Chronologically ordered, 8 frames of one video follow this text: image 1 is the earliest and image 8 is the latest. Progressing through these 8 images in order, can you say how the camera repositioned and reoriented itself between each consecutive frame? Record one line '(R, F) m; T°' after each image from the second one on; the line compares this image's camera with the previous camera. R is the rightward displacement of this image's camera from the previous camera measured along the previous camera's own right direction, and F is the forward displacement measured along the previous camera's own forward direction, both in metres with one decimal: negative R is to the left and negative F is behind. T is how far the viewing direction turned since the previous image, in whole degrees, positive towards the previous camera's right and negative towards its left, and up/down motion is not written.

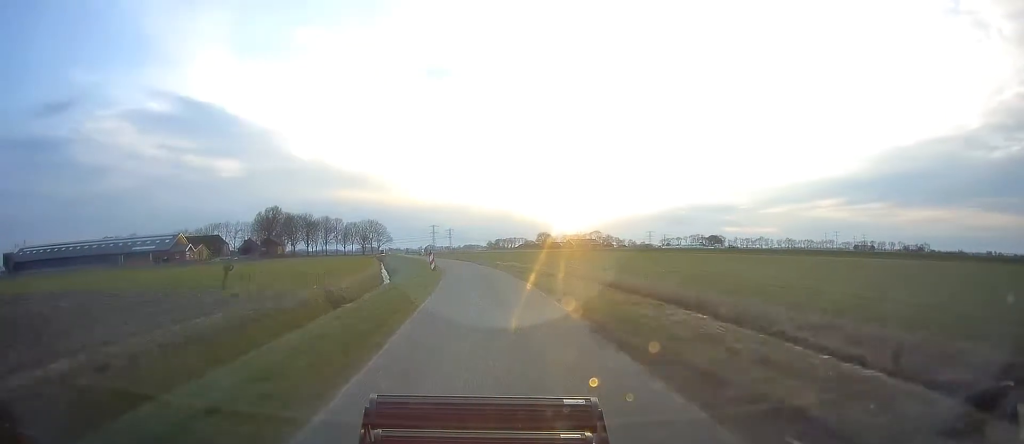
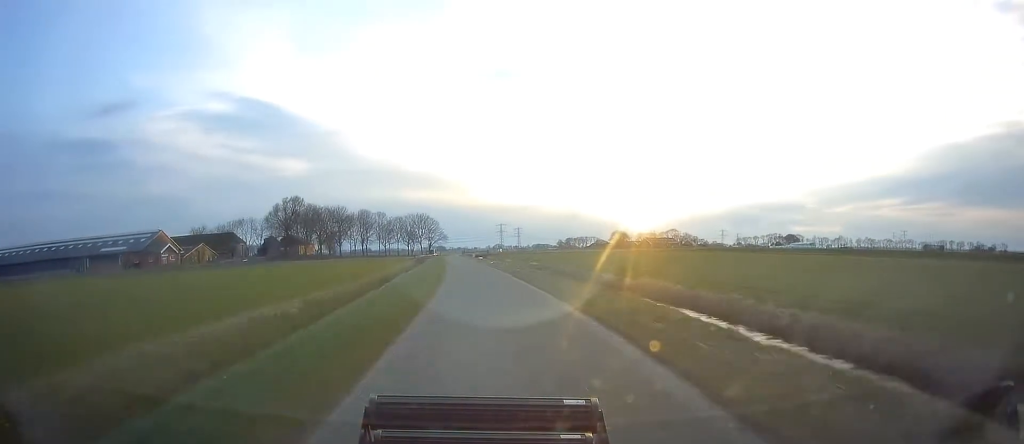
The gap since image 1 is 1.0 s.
(-1.8, +41.6) m; -5°
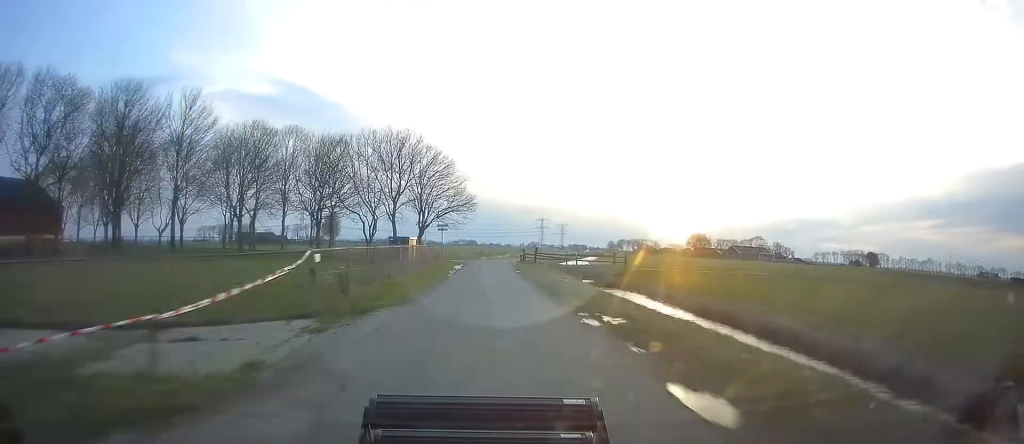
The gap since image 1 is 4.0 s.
(-10.7, +134.0) m; -4°
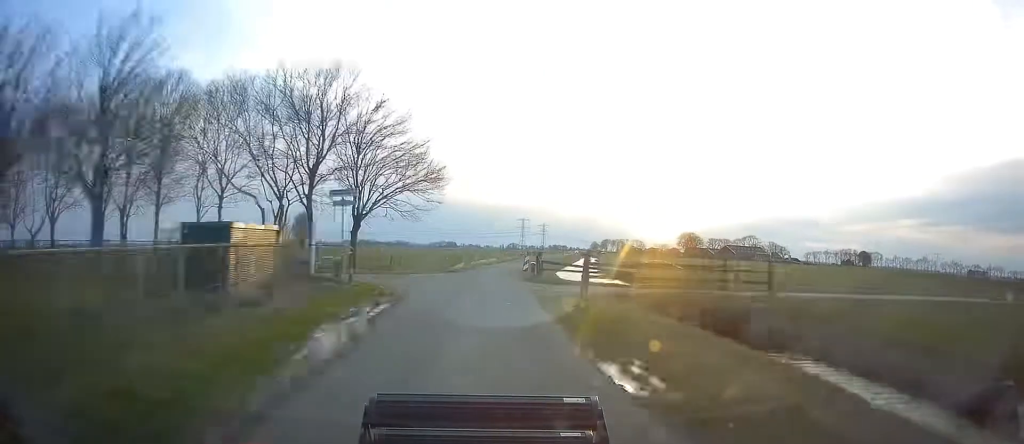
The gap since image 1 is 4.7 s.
(+0.4, +27.8) m; +2°
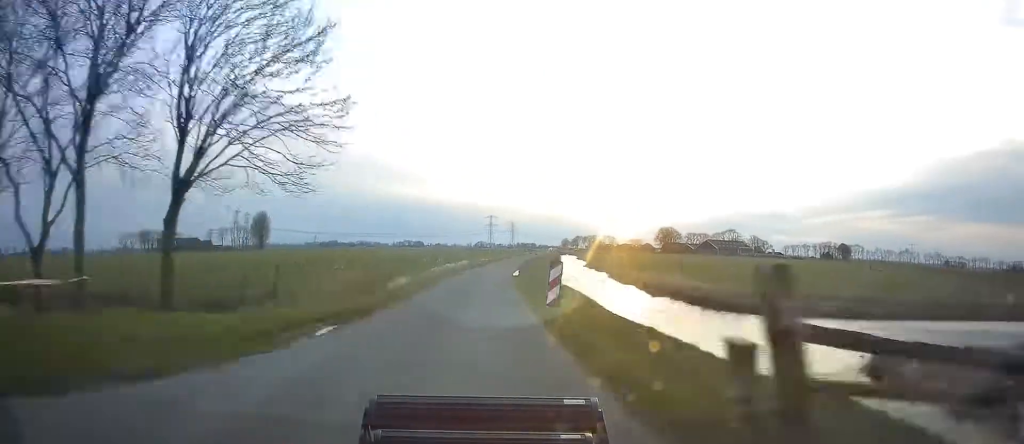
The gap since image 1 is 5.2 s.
(+0.3, +22.0) m; +2°
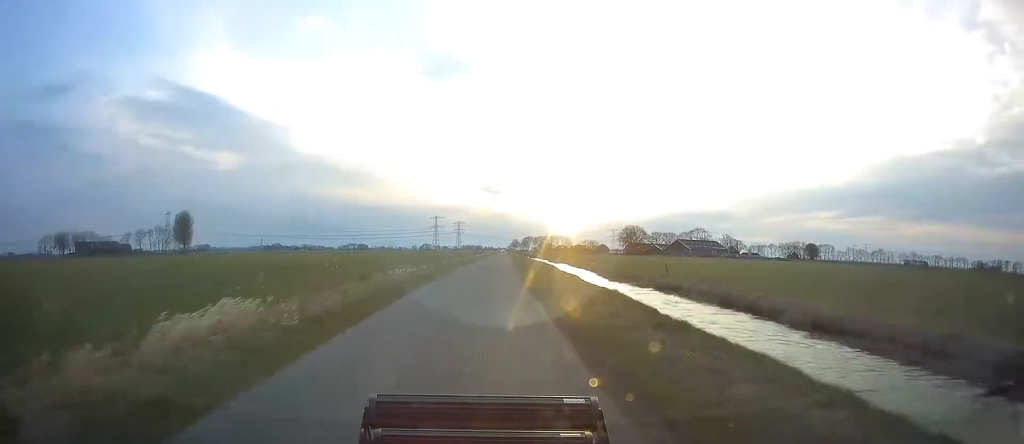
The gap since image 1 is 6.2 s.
(+1.7, +44.1) m; +4°
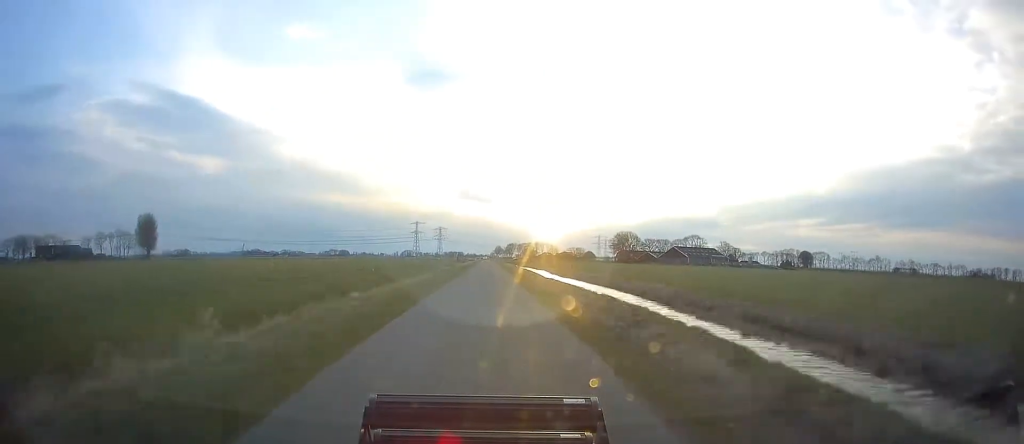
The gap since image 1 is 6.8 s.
(+0.7, +26.7) m; +2°
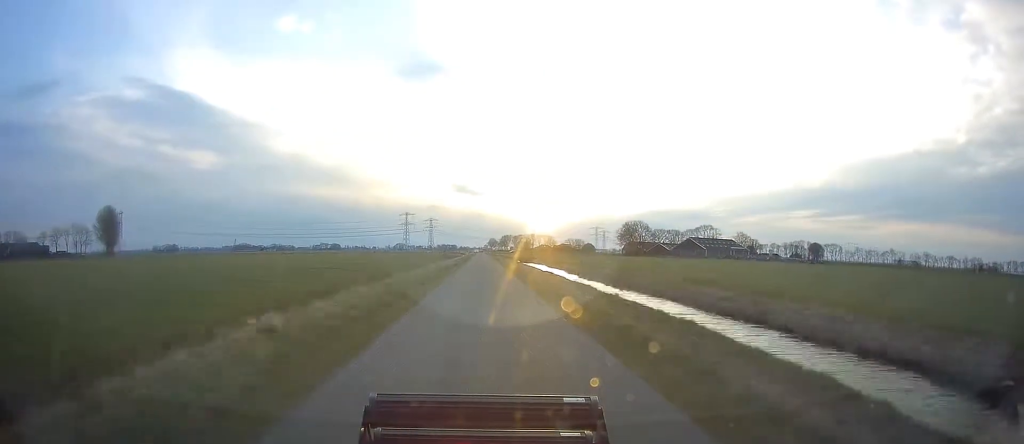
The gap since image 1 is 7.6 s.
(+0.8, +35.8) m; +1°
